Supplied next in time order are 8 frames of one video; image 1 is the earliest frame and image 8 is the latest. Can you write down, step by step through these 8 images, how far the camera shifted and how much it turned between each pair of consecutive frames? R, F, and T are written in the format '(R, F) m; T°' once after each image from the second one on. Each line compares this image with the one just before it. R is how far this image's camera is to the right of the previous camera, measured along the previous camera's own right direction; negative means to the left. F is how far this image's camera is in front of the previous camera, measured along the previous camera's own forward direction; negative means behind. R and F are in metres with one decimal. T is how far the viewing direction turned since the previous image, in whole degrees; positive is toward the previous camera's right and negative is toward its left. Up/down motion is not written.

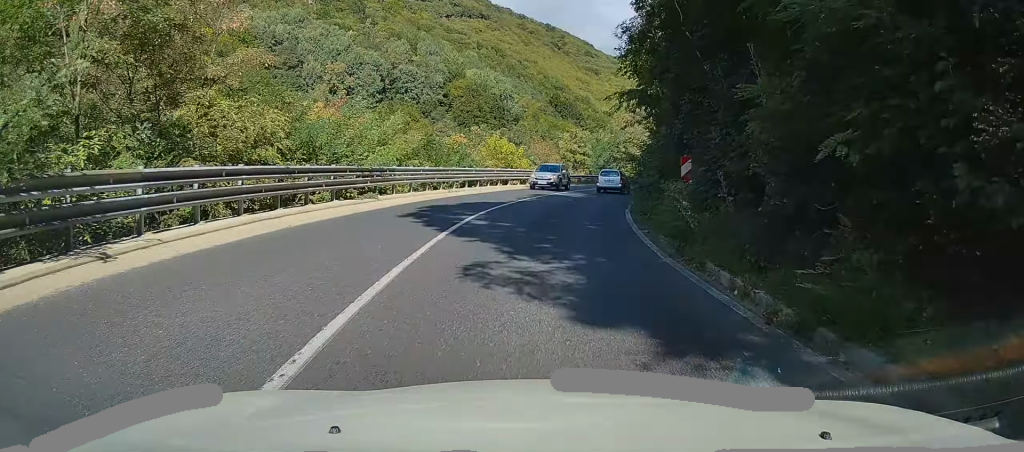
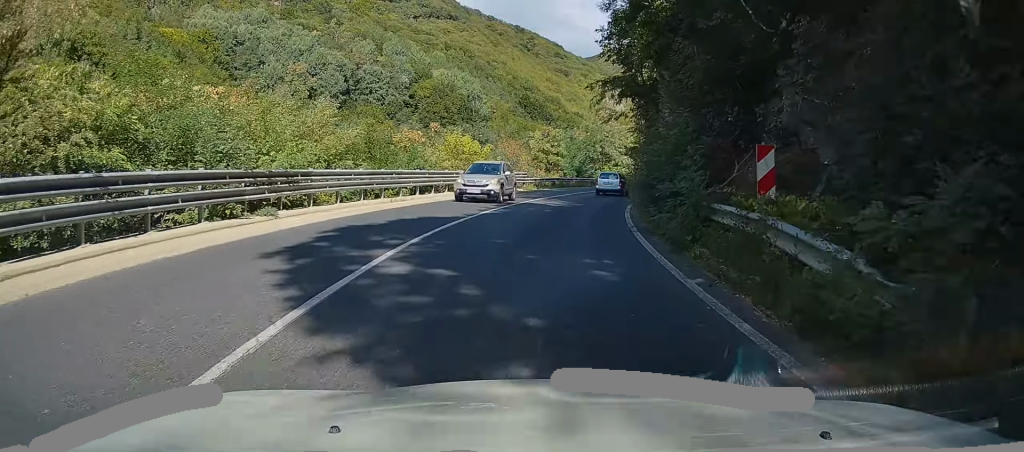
(+0.1, +6.9) m; +2°
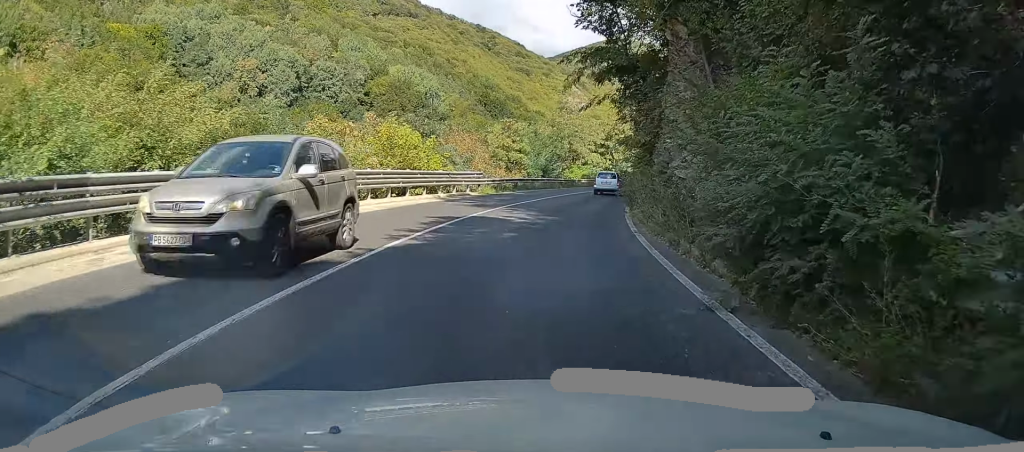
(+0.2, +9.0) m; +3°
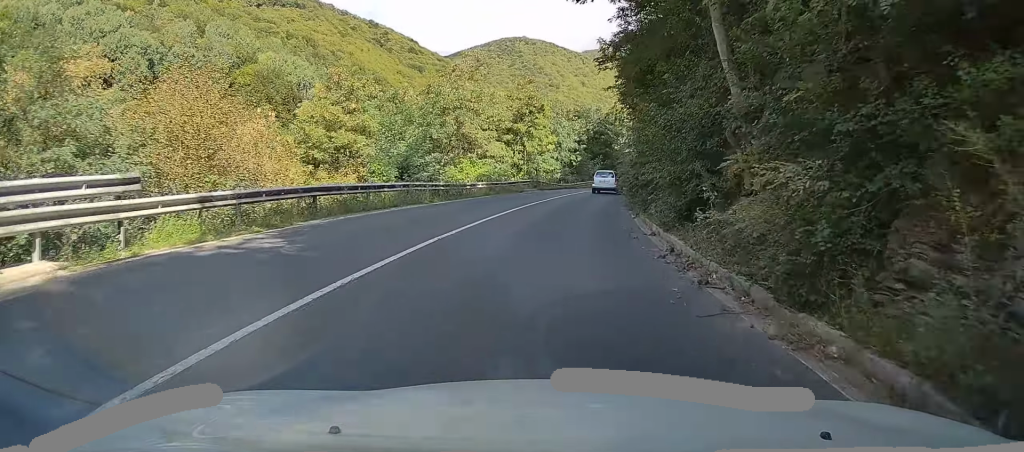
(+2.7, +27.0) m; +12°
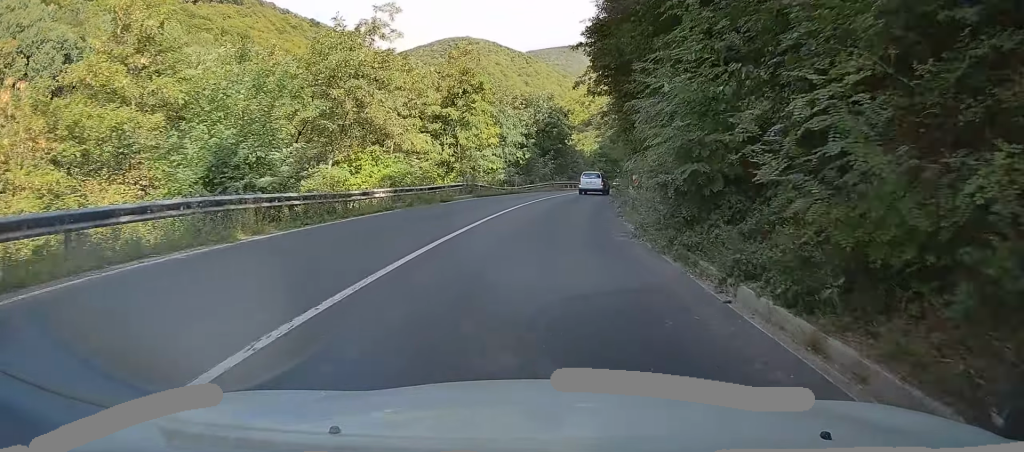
(+0.7, +13.1) m; +5°
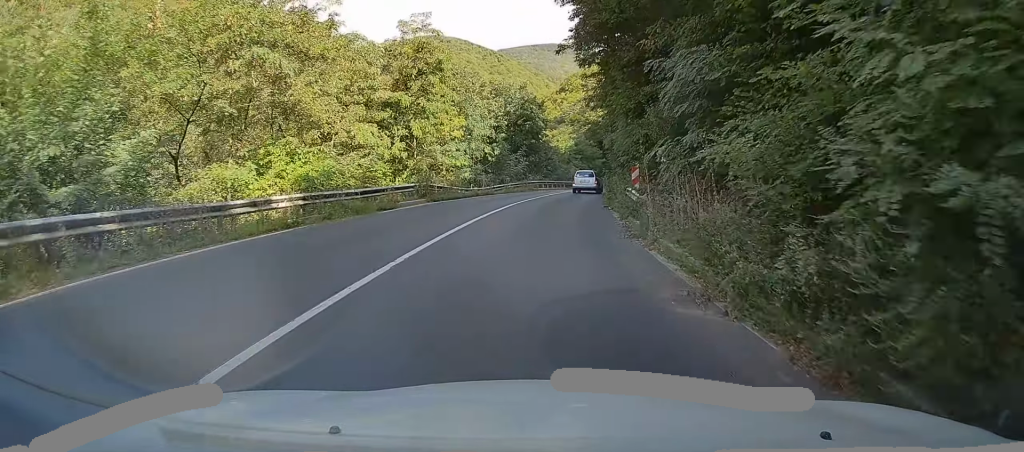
(0.0, +7.1) m; +2°
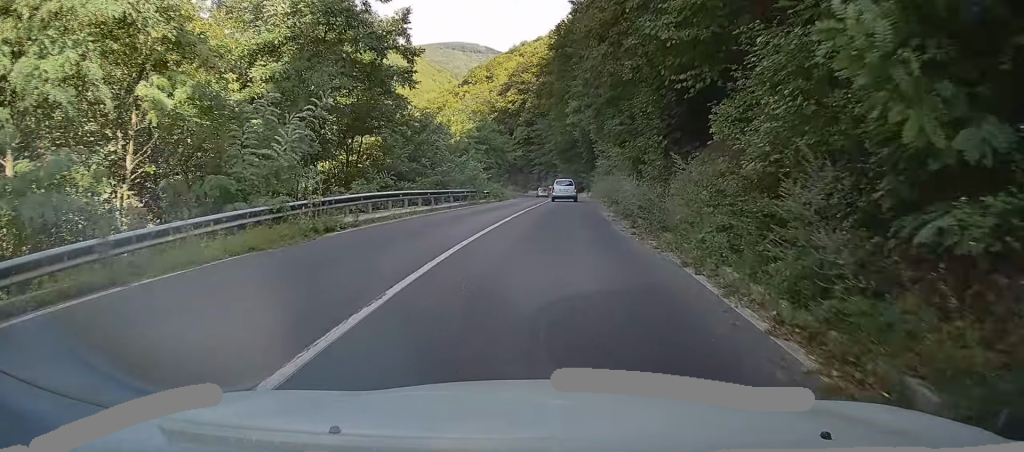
(+3.2, +37.1) m; +8°
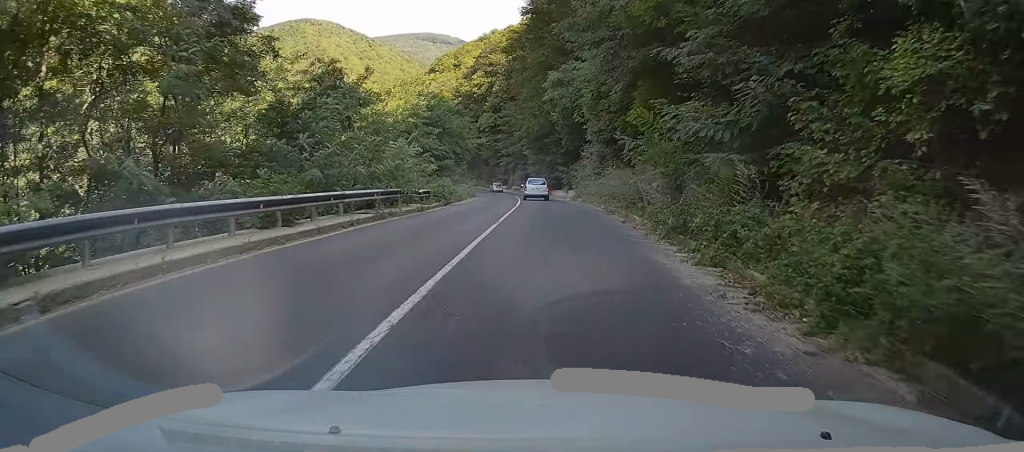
(+0.3, +15.4) m; +1°
